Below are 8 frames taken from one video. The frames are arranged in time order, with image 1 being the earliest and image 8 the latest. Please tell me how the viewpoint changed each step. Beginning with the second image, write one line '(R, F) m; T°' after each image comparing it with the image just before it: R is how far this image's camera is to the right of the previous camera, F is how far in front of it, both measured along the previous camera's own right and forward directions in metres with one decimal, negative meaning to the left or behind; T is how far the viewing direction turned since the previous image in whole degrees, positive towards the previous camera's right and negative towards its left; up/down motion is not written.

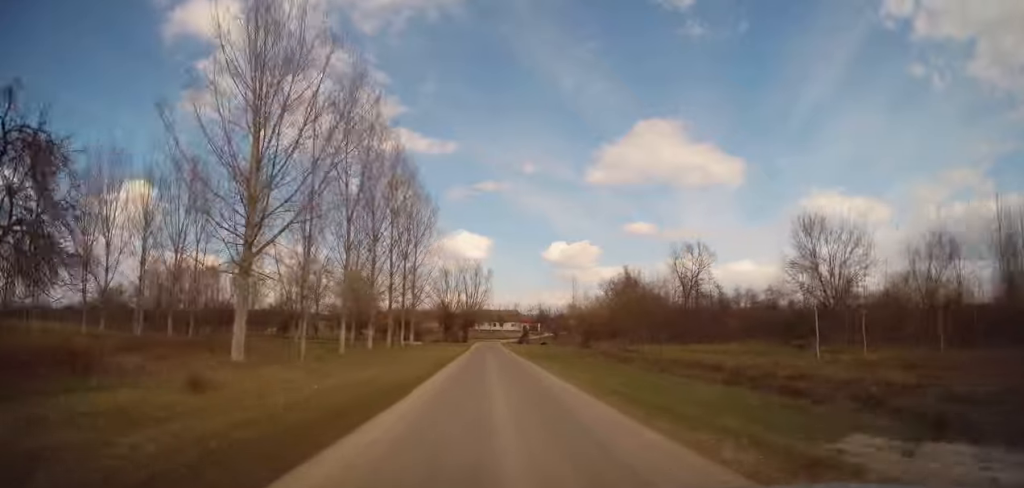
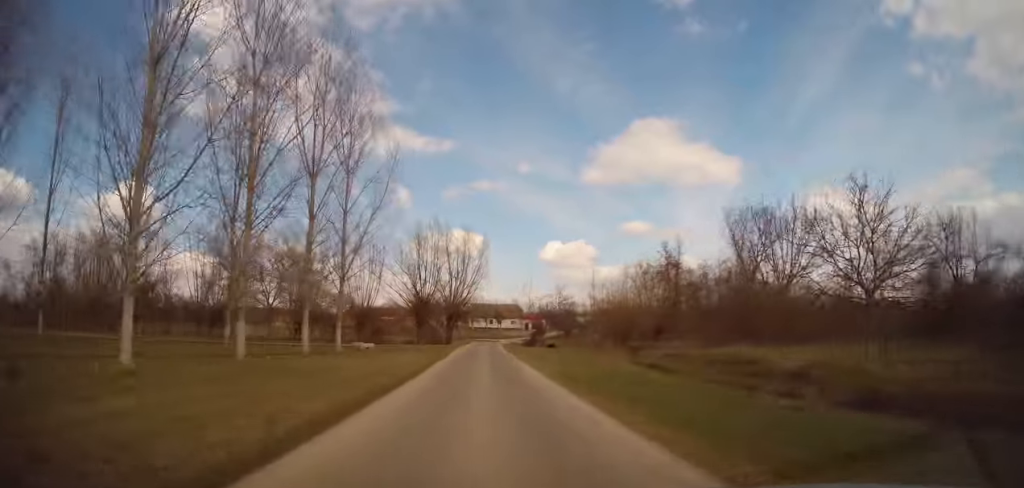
(+0.1, +30.9) m; -2°
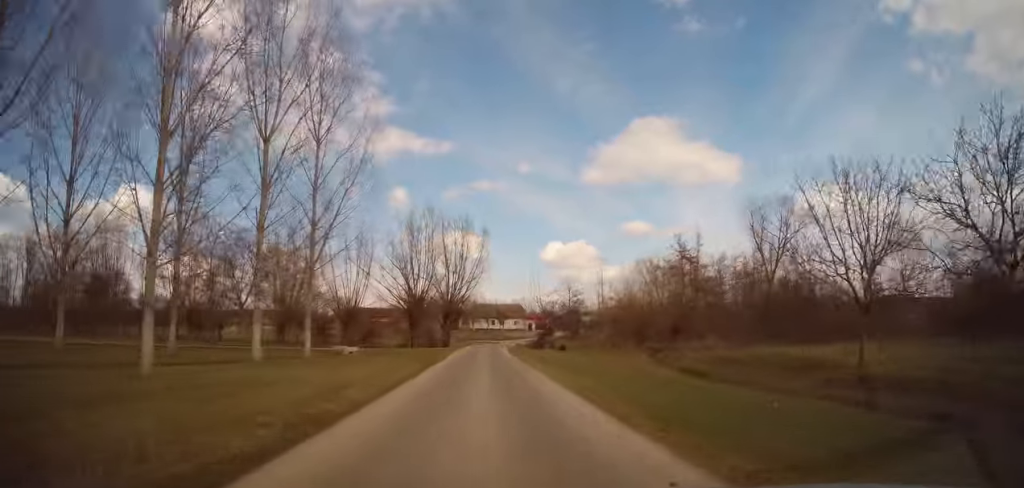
(0.0, +6.6) m; -1°
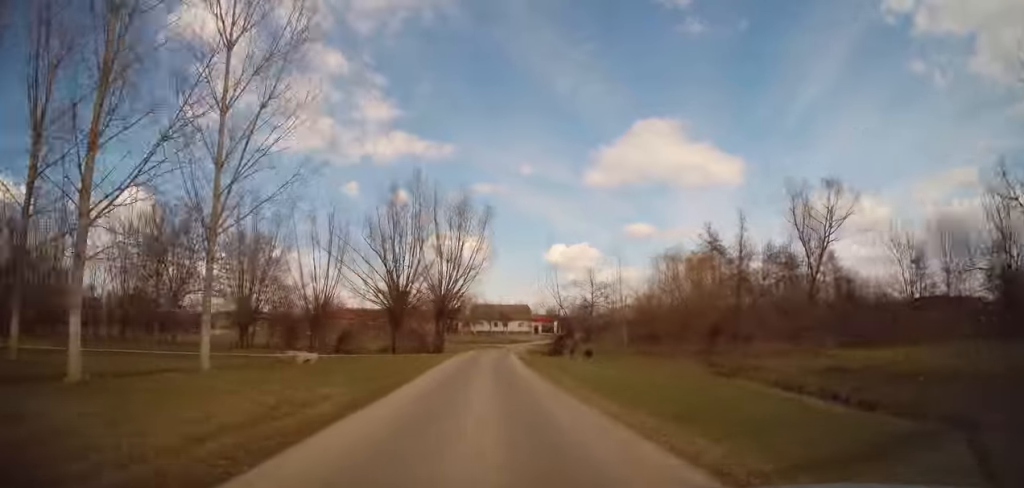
(0.0, +11.5) m; 0°
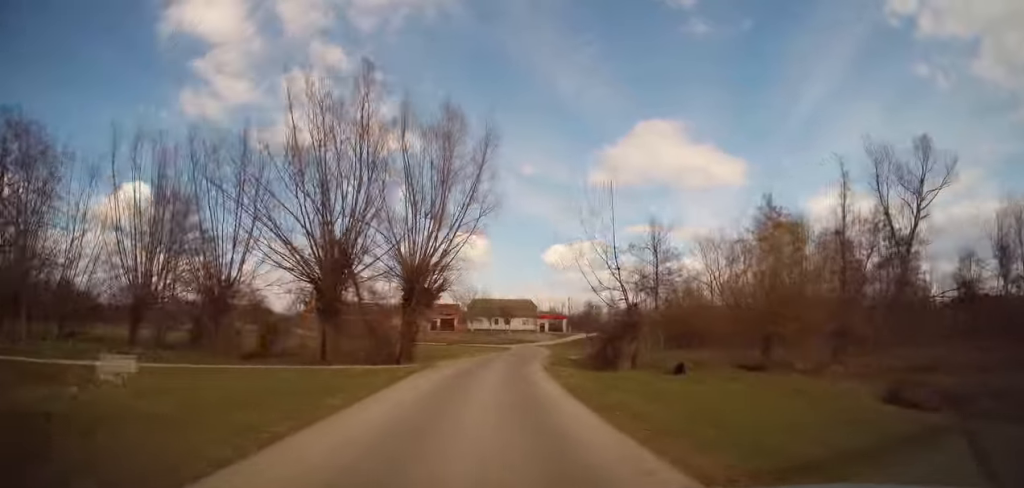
(-0.1, +17.8) m; +2°
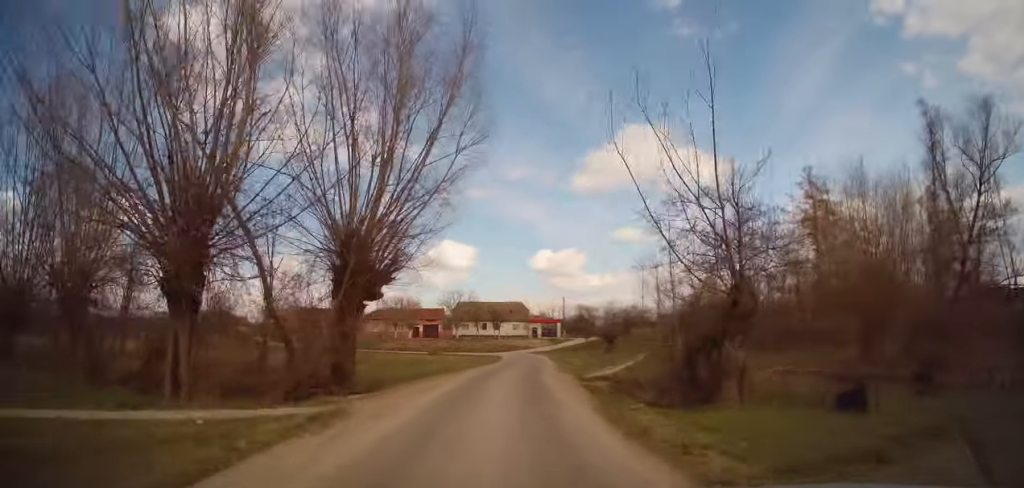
(+0.6, +11.3) m; +2°
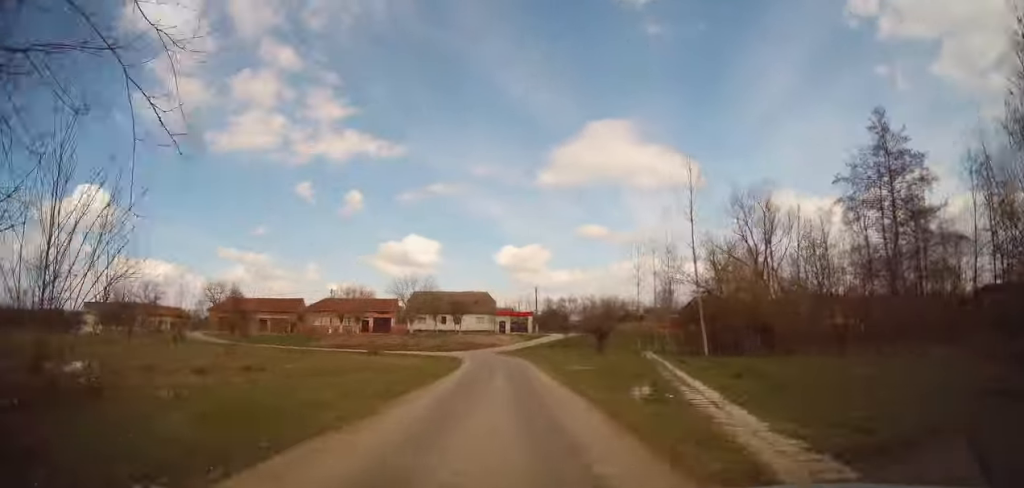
(0.0, +16.6) m; +1°
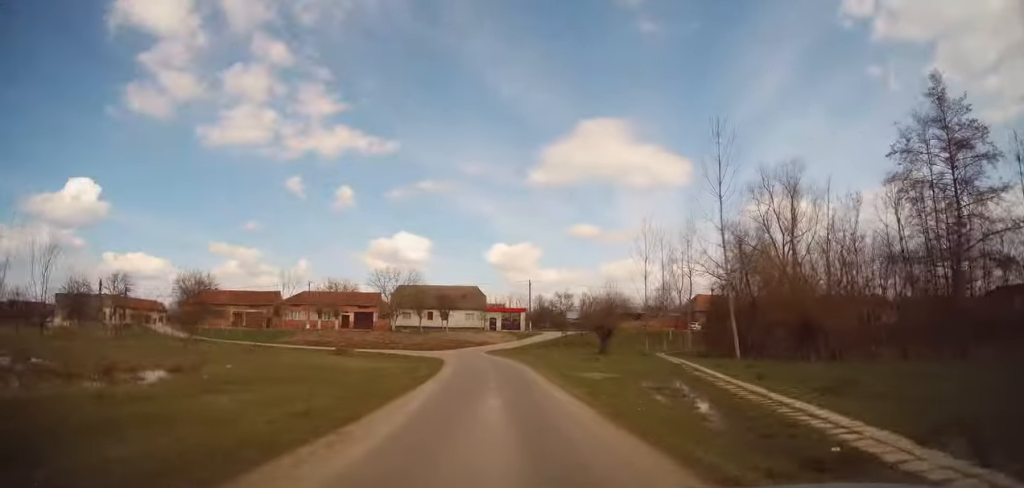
(+0.2, +7.2) m; +1°
